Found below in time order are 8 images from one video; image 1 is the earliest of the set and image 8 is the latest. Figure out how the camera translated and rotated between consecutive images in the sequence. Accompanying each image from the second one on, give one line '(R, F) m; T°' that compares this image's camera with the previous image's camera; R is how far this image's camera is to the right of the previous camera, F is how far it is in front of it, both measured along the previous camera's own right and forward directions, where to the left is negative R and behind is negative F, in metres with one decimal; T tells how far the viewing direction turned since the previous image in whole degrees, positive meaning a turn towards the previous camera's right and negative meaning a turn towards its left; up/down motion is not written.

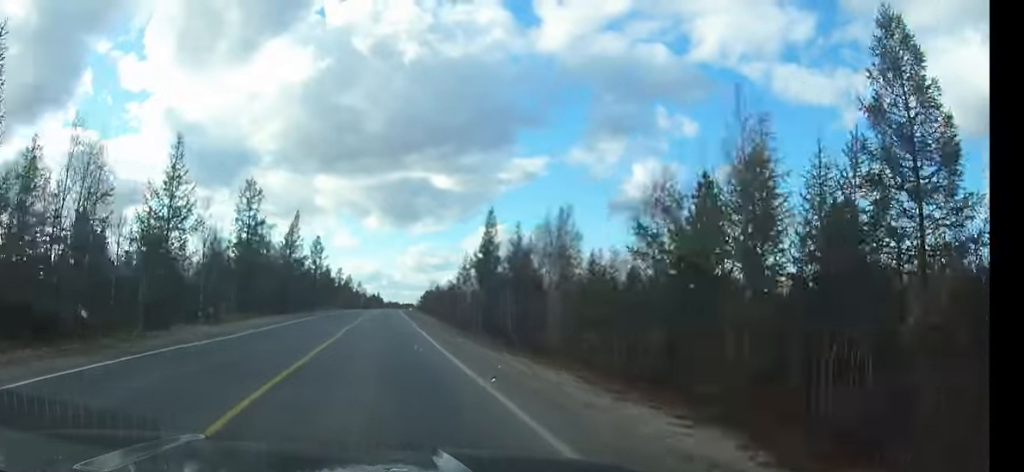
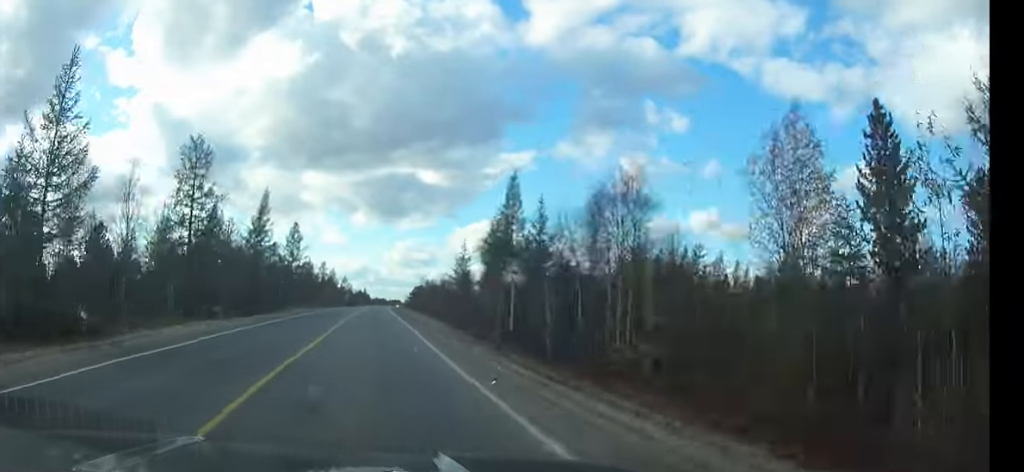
(+0.1, +13.2) m; +1°
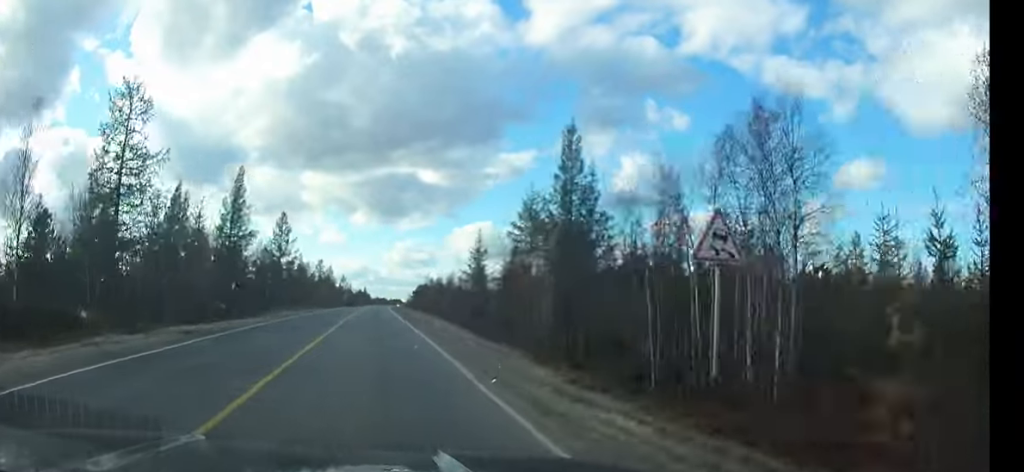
(+0.1, +13.3) m; 0°
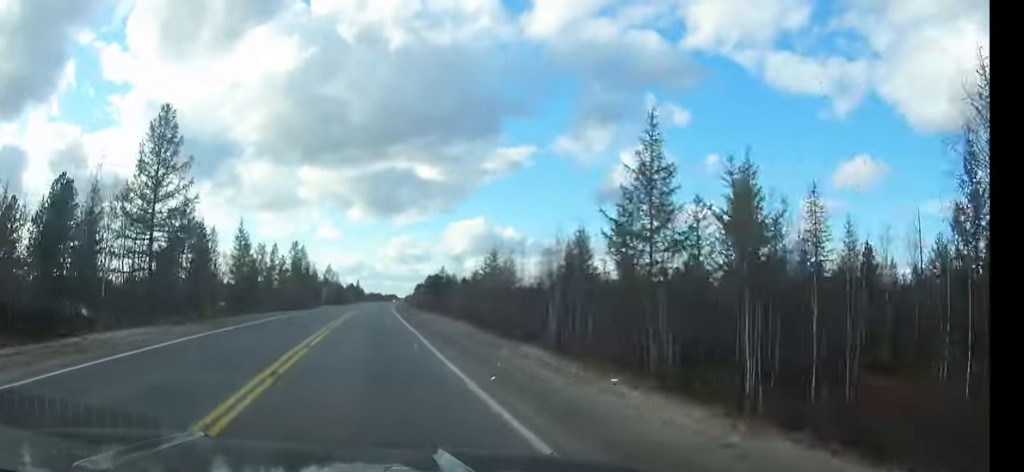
(+0.3, +49.2) m; +1°
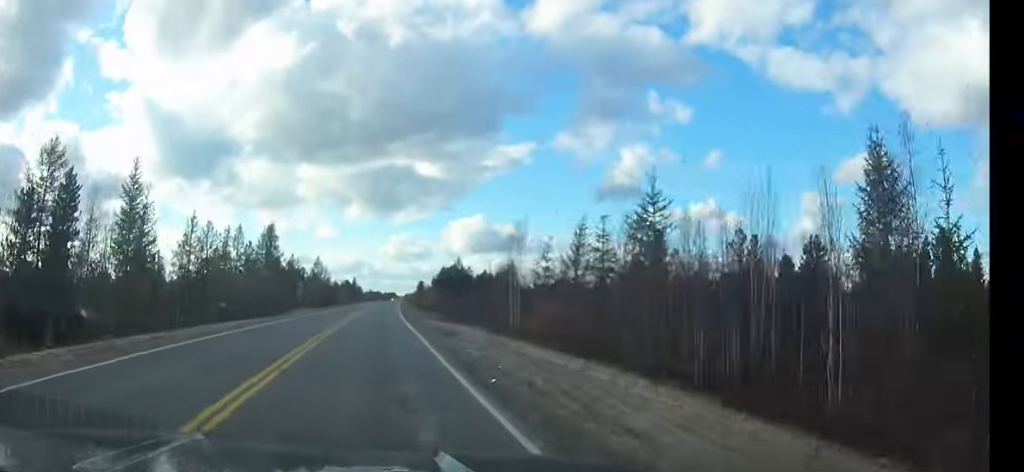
(+0.1, +31.4) m; 0°
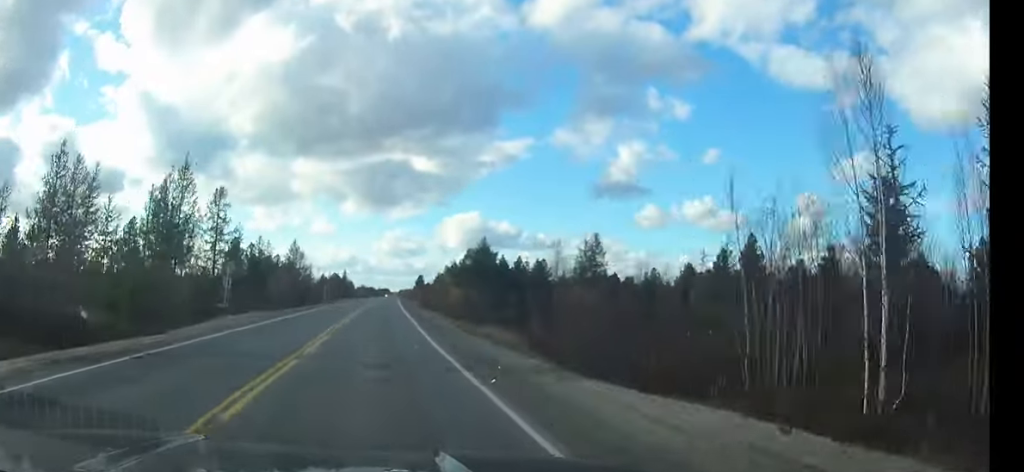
(+0.2, +32.3) m; +1°
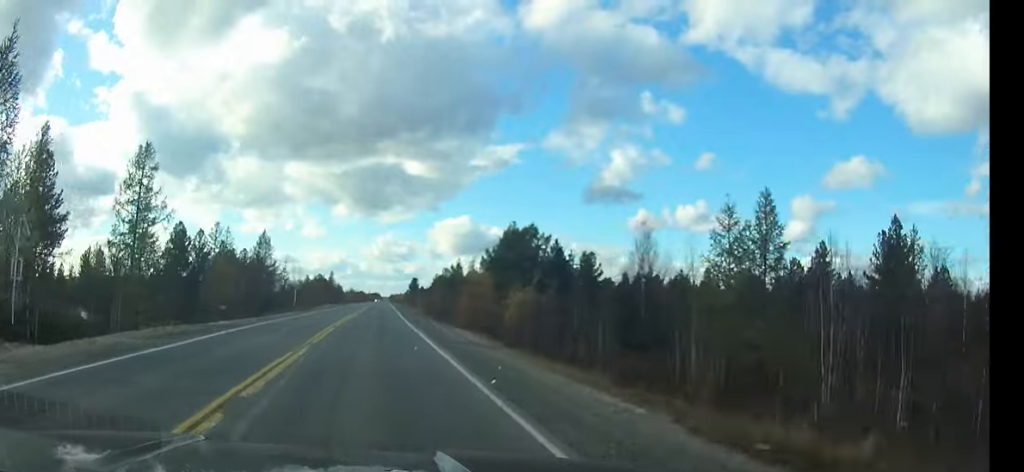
(+0.2, +23.0) m; +1°
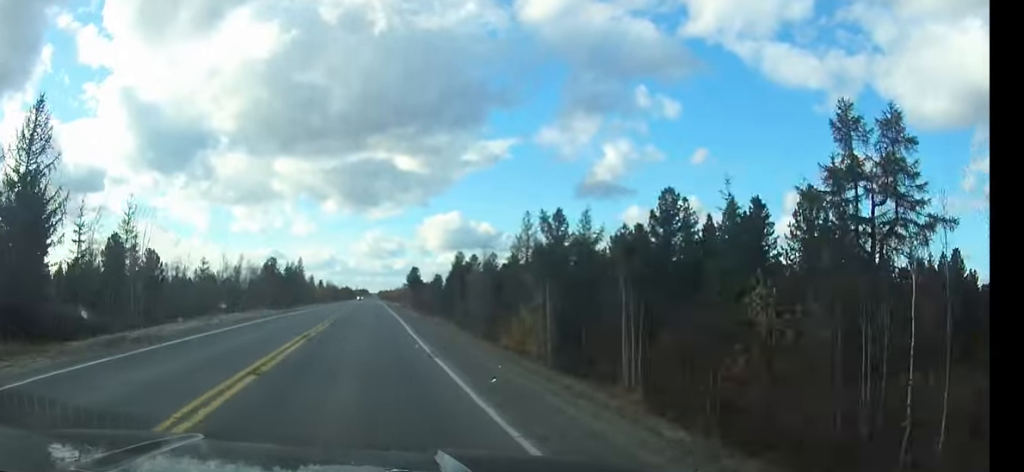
(+0.5, +62.2) m; +1°
